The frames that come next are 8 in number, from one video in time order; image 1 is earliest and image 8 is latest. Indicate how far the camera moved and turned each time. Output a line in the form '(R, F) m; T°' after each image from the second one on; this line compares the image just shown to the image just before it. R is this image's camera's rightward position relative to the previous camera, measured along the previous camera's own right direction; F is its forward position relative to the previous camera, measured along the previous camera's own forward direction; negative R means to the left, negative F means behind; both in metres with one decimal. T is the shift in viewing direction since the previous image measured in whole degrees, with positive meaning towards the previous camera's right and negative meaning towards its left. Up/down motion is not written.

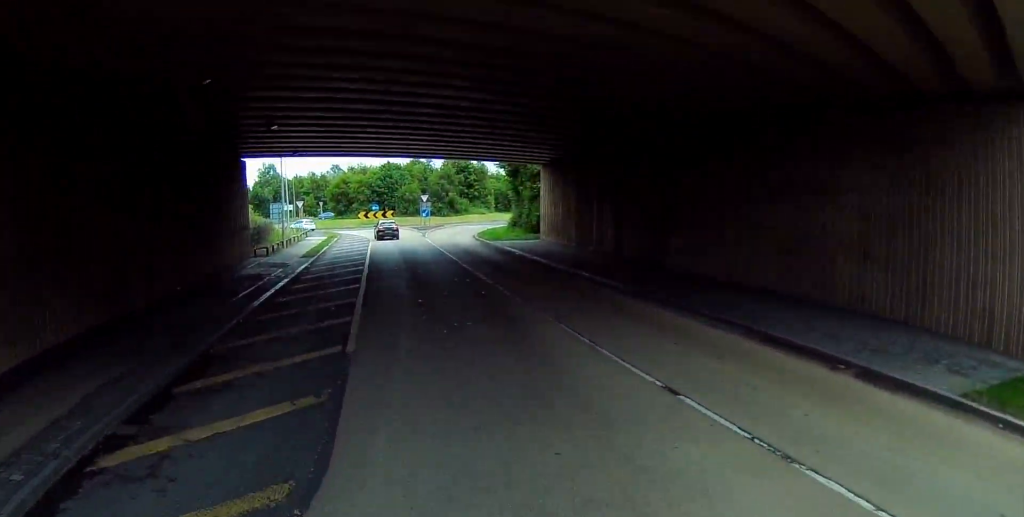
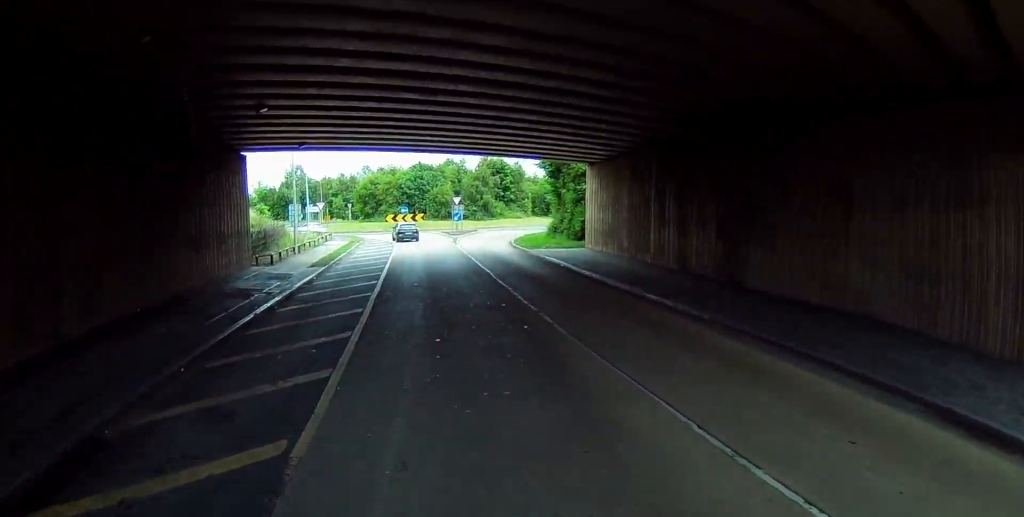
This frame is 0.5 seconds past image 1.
(-0.2, +5.1) m; -3°
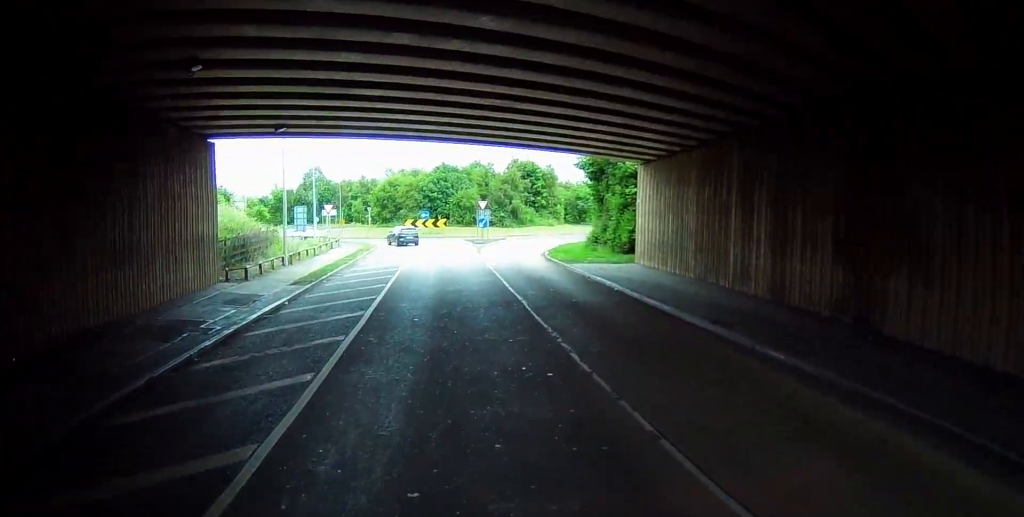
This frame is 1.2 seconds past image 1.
(-0.4, +6.9) m; -4°
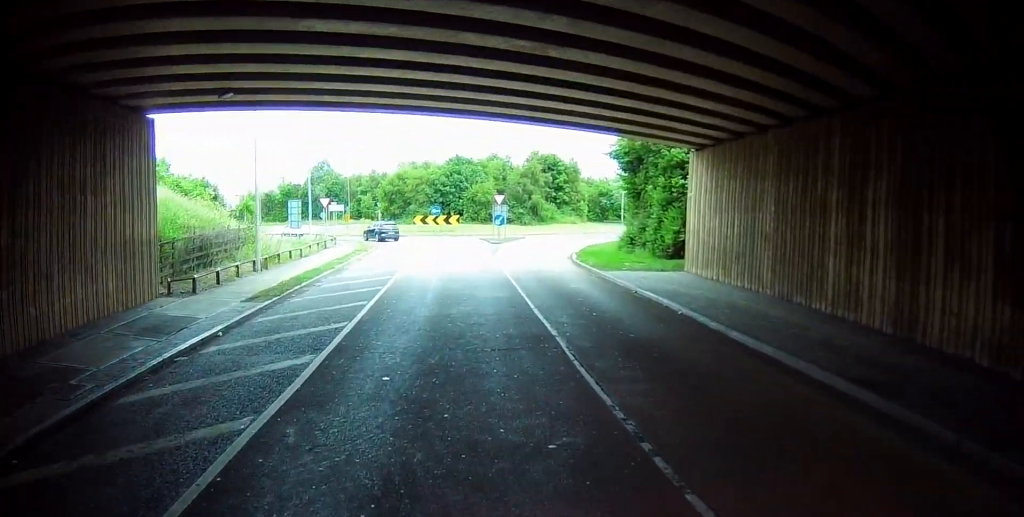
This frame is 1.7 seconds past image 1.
(-0.1, +6.0) m; -4°
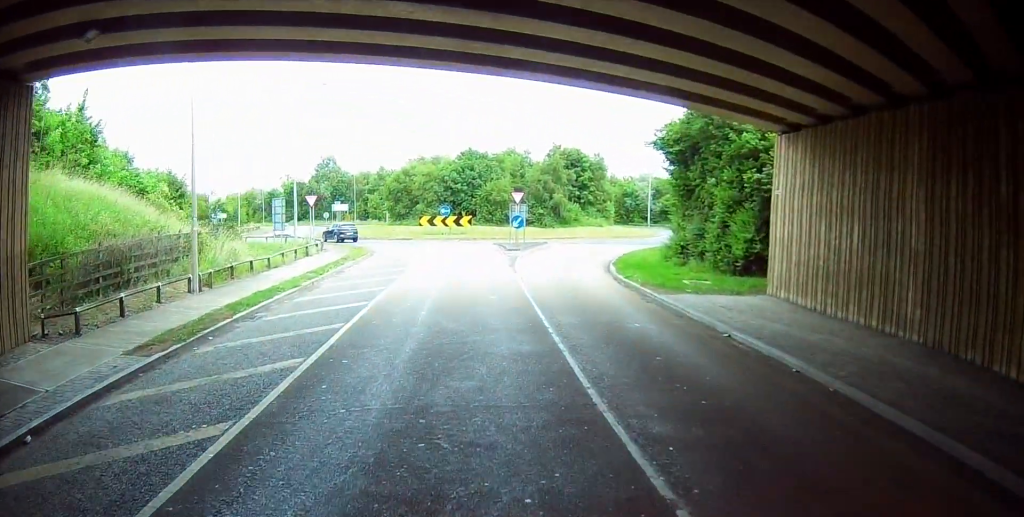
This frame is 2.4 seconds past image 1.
(-0.1, +7.0) m; -4°
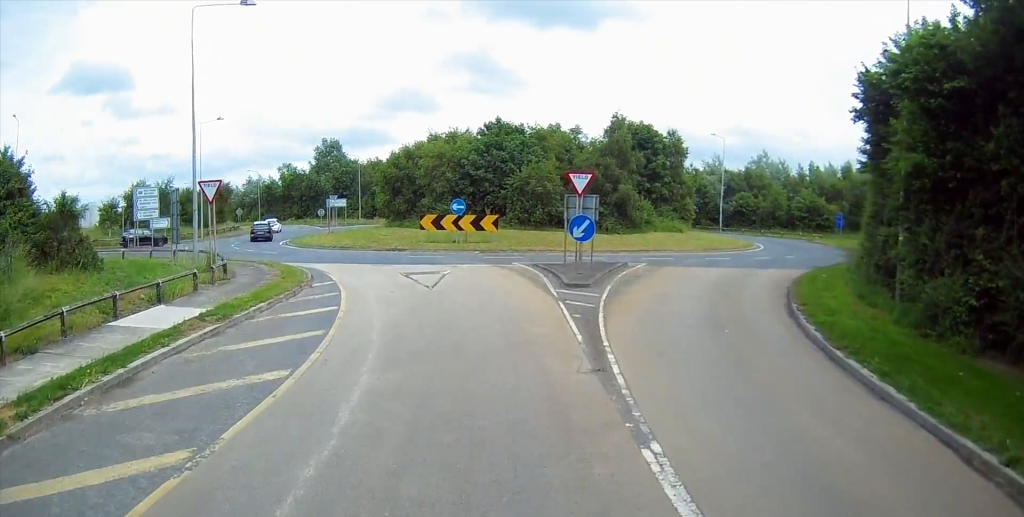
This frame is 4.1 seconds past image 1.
(-0.7, +18.7) m; -2°
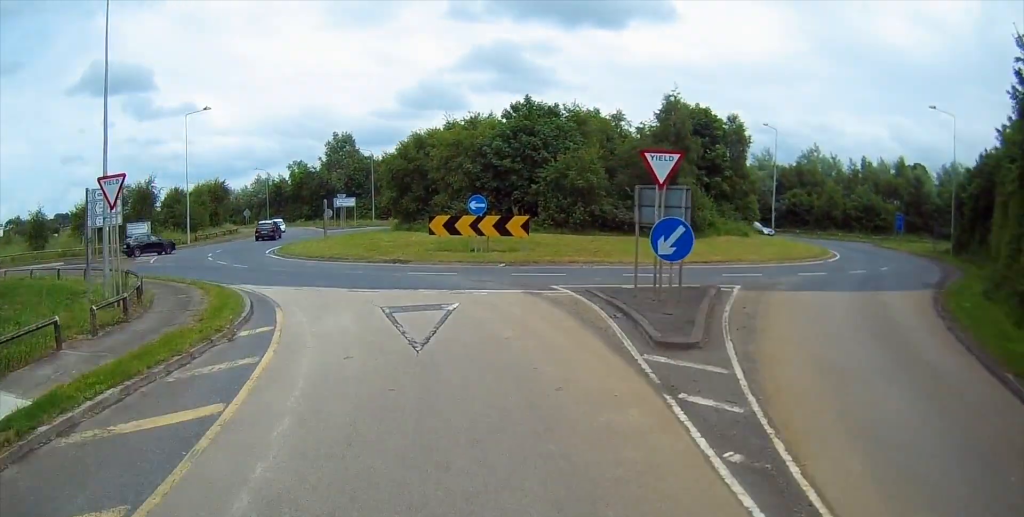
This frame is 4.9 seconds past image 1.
(-0.3, +8.8) m; -2°
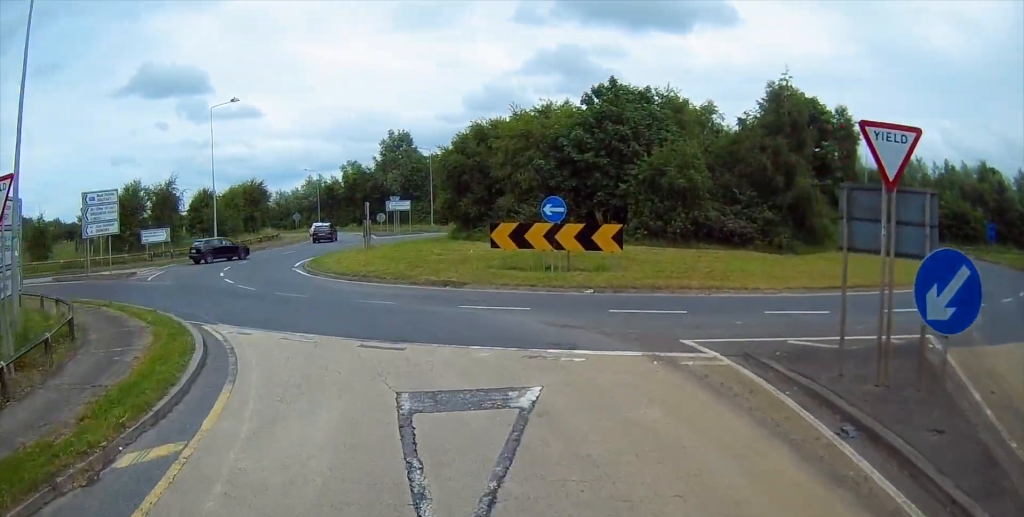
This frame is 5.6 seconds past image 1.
(-0.1, +7.7) m; -4°
